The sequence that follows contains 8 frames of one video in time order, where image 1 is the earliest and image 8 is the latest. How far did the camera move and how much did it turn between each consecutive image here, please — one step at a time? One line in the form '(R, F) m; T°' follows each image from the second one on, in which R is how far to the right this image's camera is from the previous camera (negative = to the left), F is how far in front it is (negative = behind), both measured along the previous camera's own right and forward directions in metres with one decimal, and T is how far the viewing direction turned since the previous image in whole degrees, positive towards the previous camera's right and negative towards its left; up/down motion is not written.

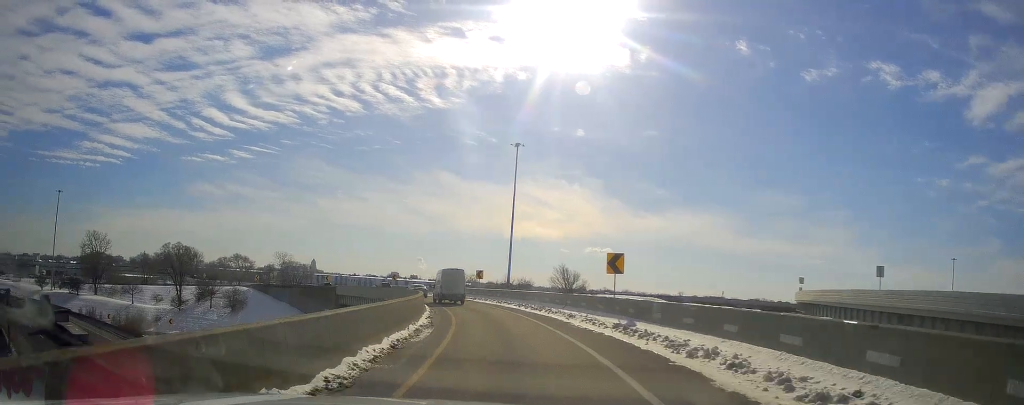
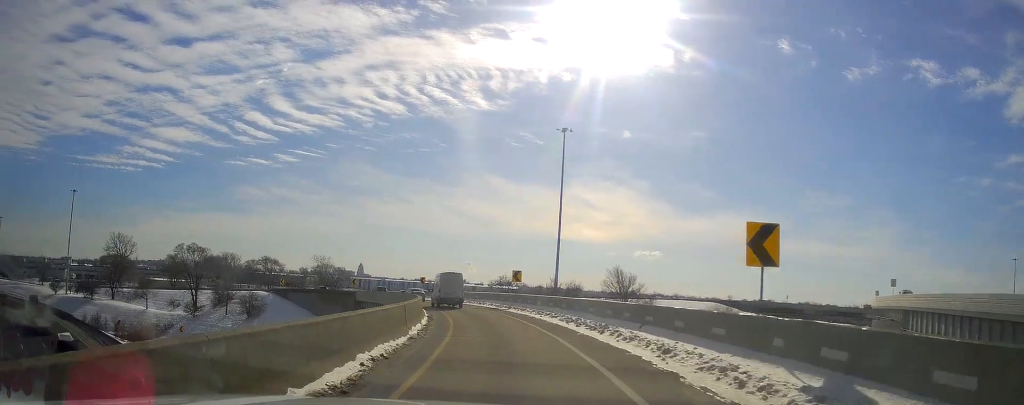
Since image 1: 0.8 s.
(-0.4, +13.6) m; -4°
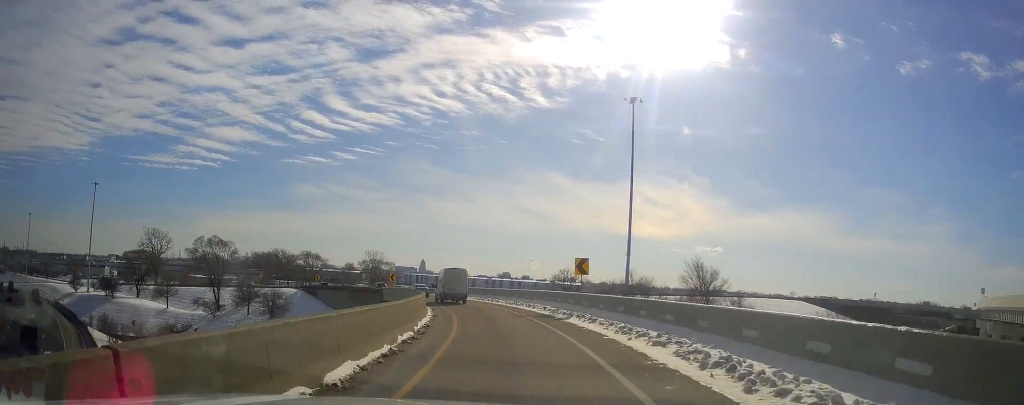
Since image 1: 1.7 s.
(-0.6, +16.0) m; -5°
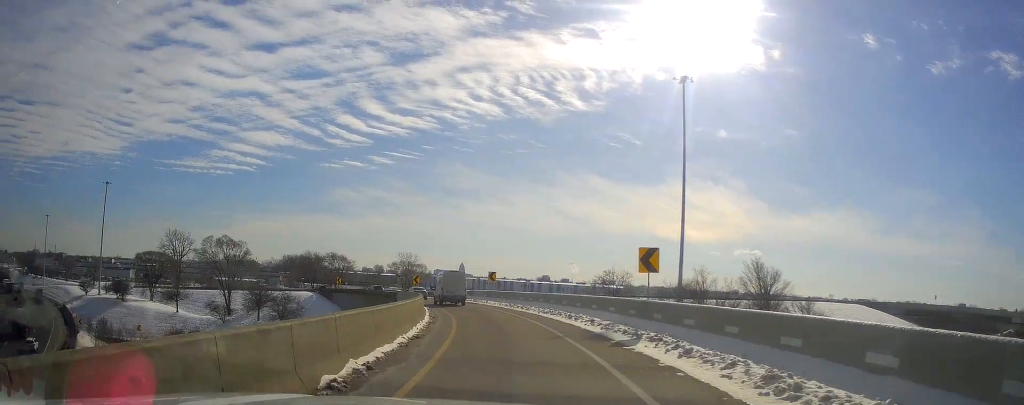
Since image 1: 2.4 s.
(-0.2, +10.9) m; -4°
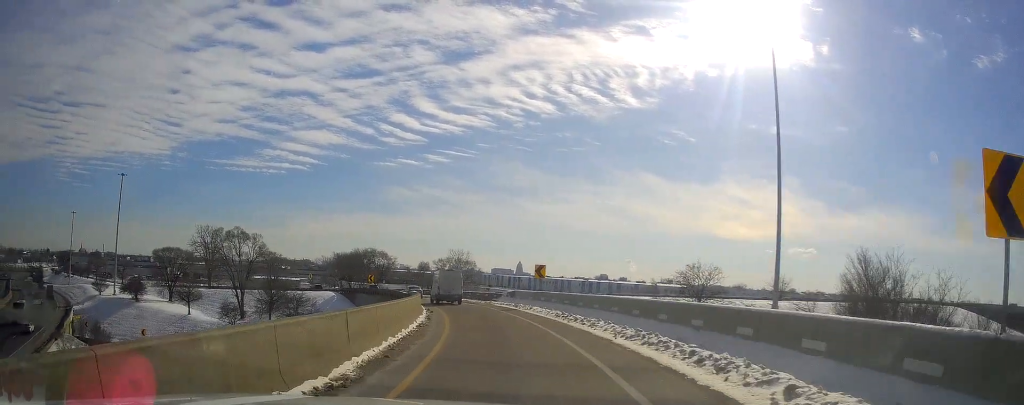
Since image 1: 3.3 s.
(-0.7, +16.2) m; -7°
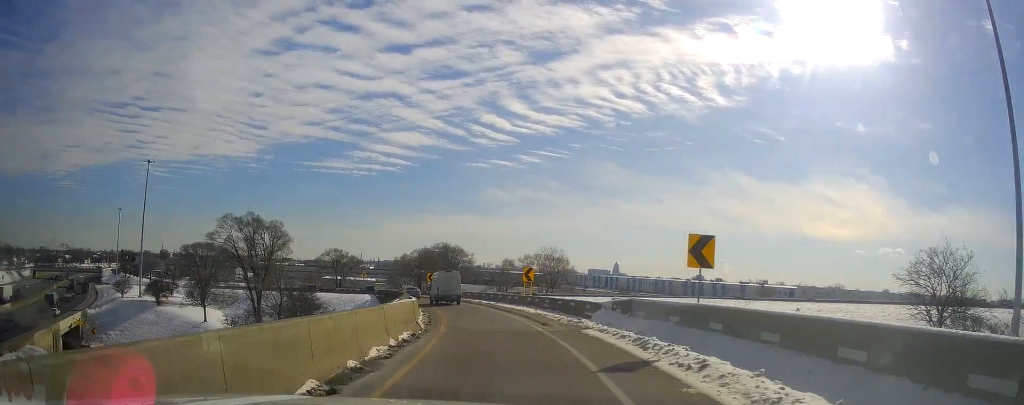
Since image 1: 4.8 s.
(-2.8, +26.2) m; -10°
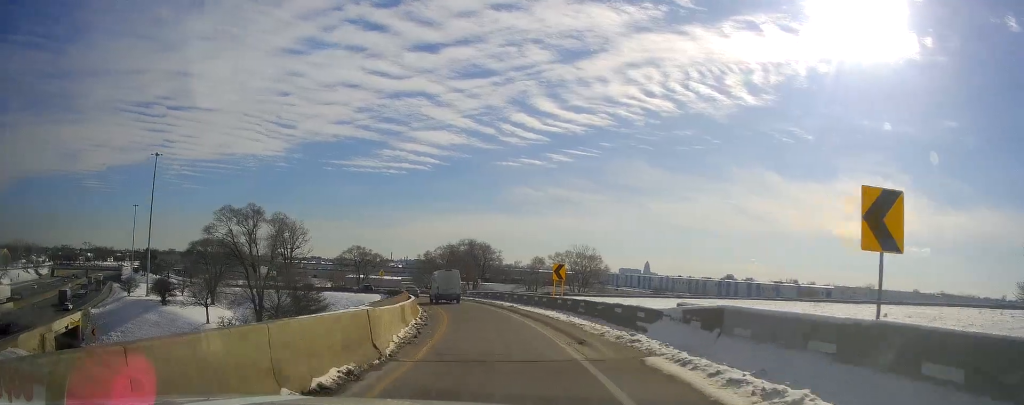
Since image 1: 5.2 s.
(0.0, +8.5) m; -3°
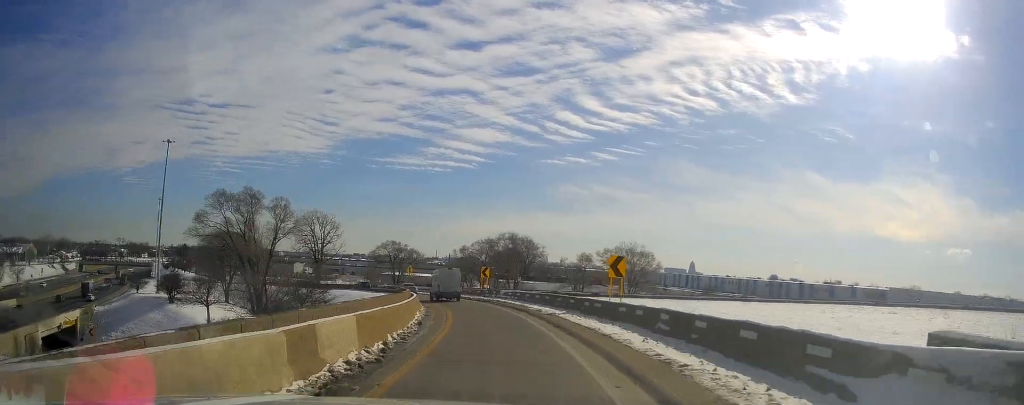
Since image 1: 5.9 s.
(-0.7, +12.7) m; -5°
